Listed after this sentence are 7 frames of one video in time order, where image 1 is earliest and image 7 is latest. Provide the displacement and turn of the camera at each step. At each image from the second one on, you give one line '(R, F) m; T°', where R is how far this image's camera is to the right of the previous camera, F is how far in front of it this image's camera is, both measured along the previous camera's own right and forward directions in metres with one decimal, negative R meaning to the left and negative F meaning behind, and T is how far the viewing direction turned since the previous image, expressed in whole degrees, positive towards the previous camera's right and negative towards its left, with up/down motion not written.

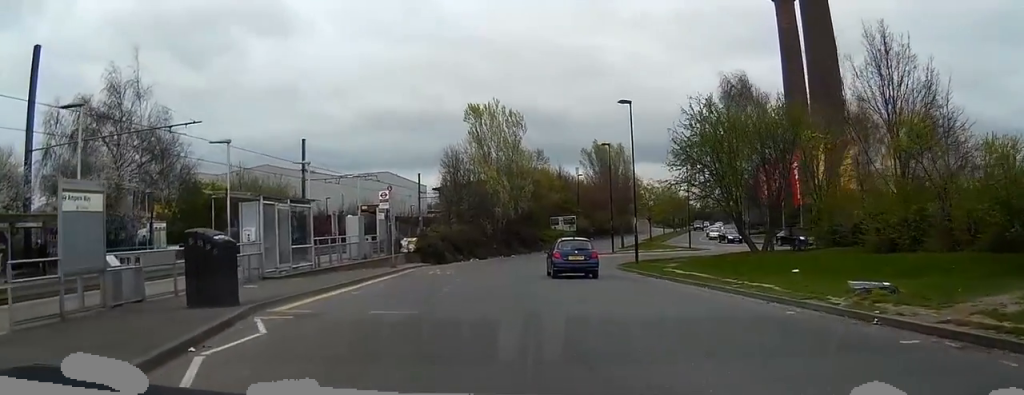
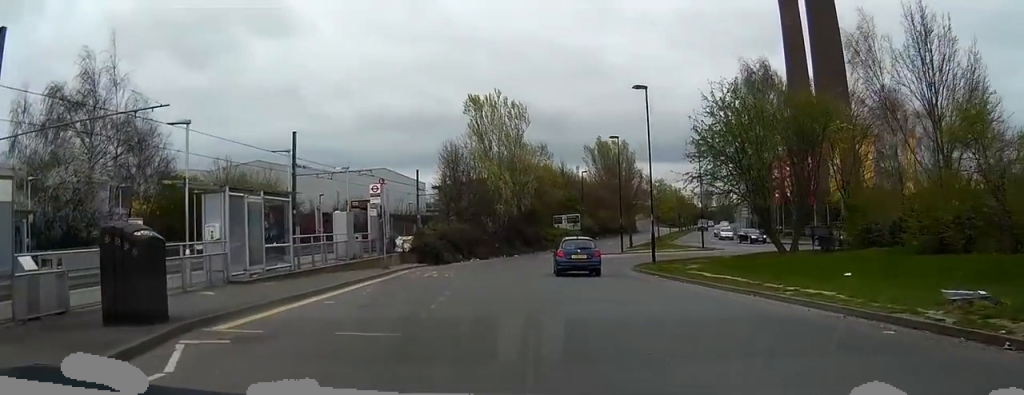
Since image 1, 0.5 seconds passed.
(0.0, +3.4) m; -1°
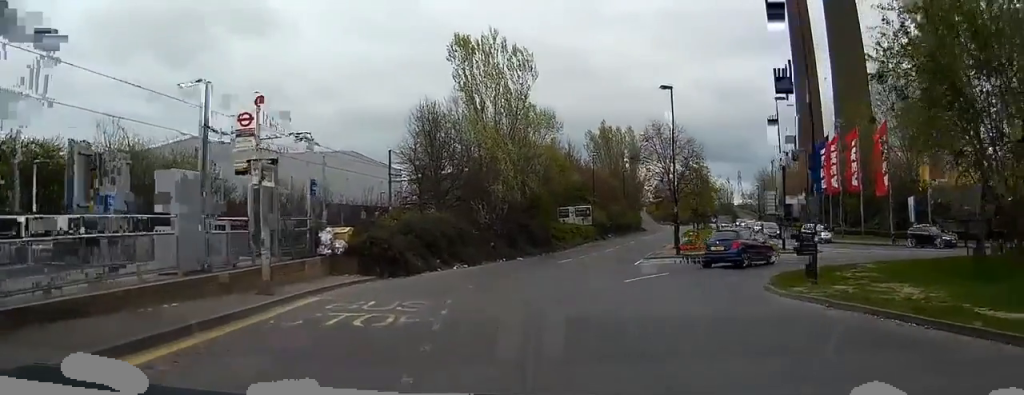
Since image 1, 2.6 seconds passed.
(-0.5, +18.7) m; -1°
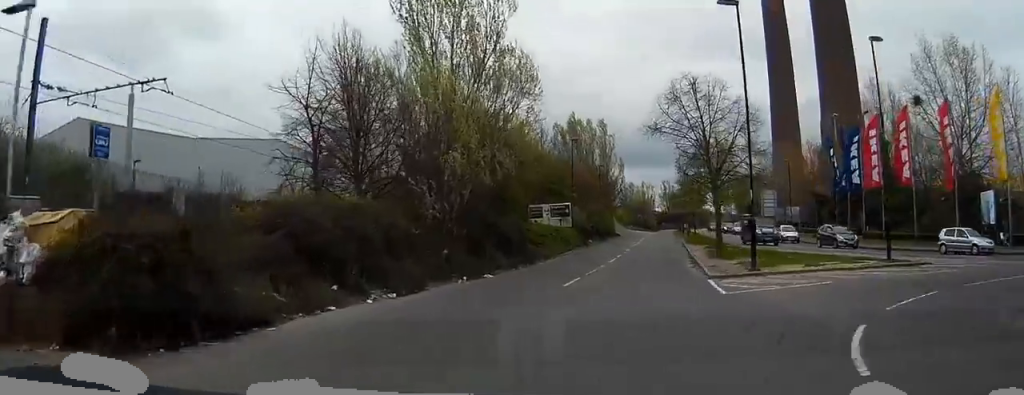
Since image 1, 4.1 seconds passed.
(+0.2, +15.2) m; +4°
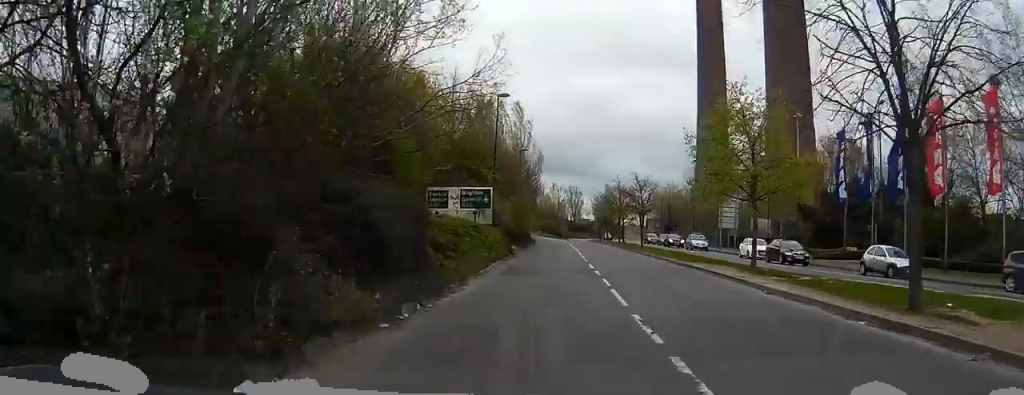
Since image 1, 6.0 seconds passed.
(+1.6, +19.7) m; +9°
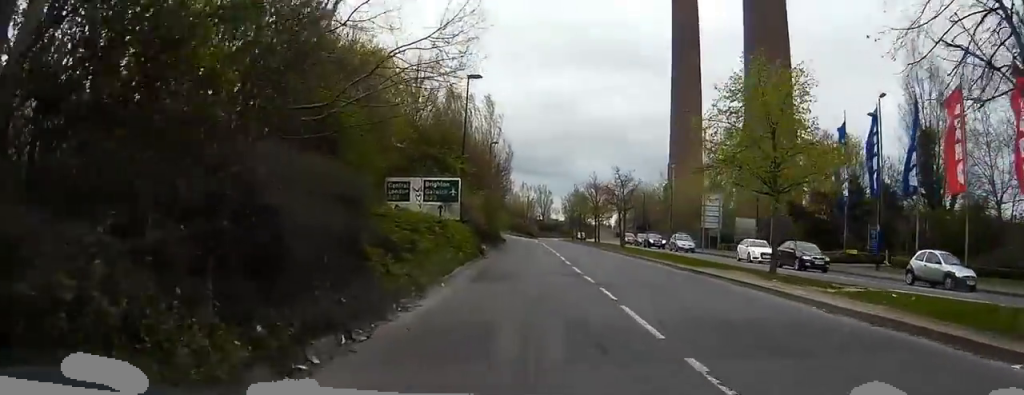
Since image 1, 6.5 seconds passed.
(-0.1, +4.6) m; +2°
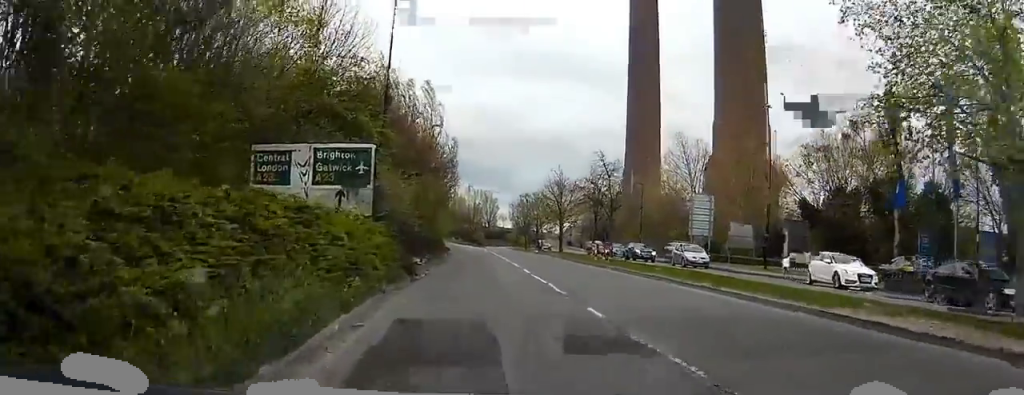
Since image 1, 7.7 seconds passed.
(+0.7, +13.1) m; +4°
